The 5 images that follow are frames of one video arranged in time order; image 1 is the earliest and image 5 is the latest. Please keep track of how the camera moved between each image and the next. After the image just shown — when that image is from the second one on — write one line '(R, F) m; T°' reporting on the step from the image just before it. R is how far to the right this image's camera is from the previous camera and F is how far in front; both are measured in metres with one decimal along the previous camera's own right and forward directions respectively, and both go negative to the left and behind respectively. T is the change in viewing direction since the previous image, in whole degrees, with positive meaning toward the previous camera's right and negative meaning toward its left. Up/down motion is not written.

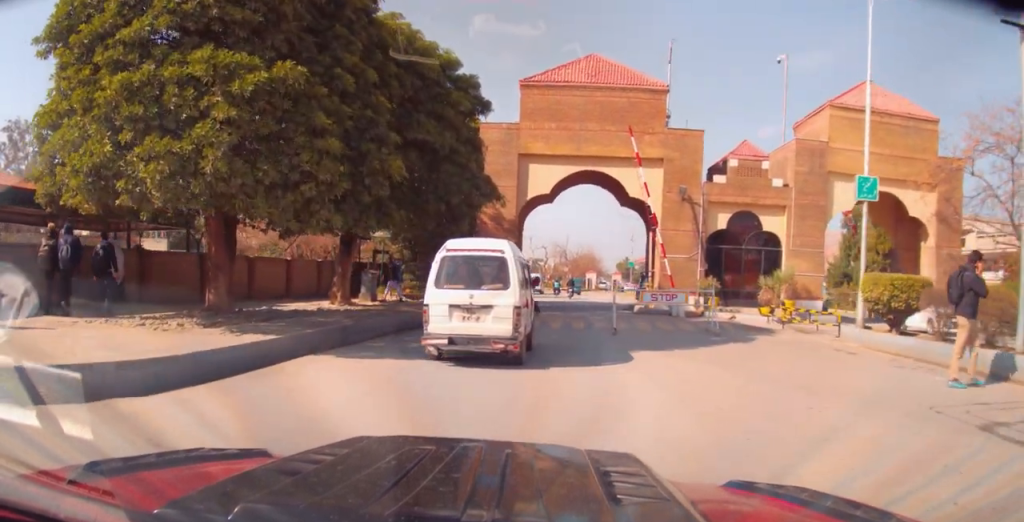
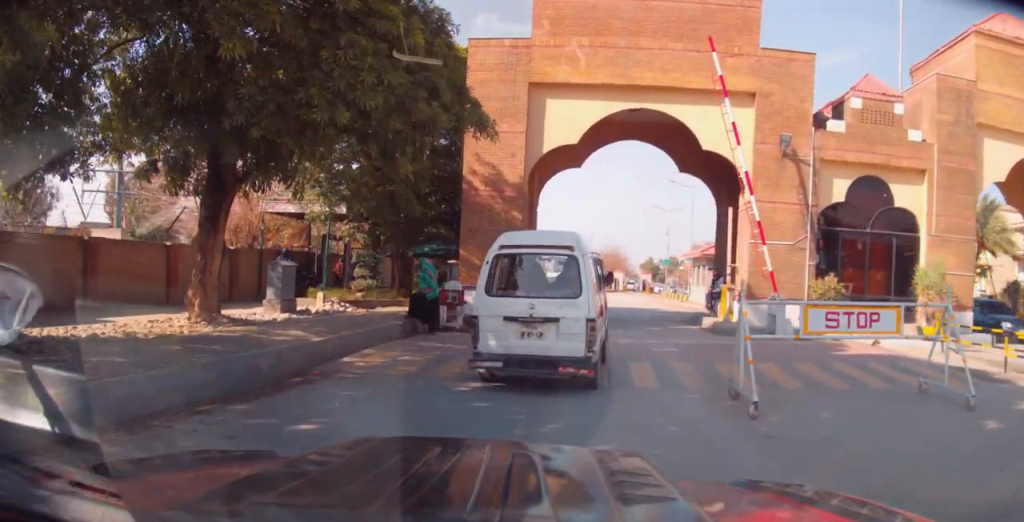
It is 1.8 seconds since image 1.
(0.0, +9.6) m; +5°
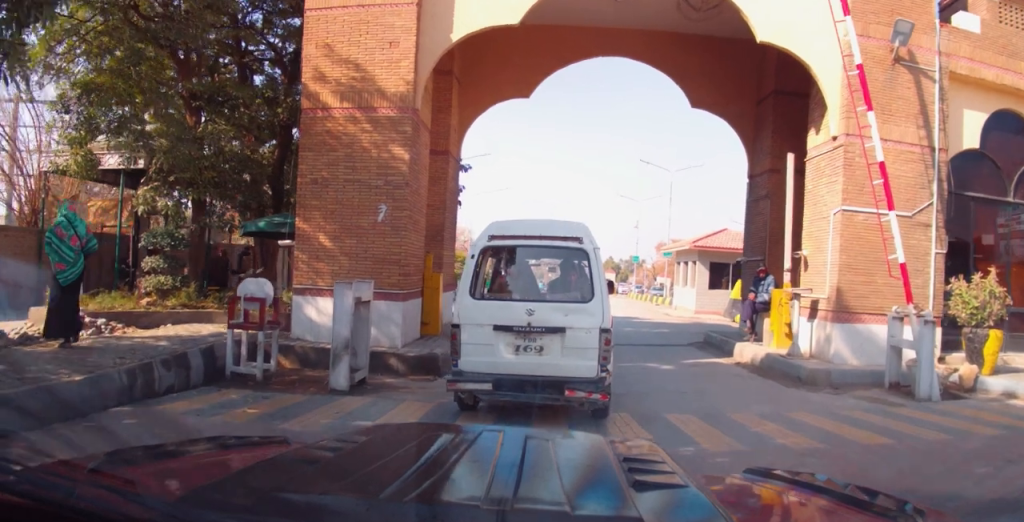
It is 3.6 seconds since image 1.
(+0.8, +8.2) m; +4°
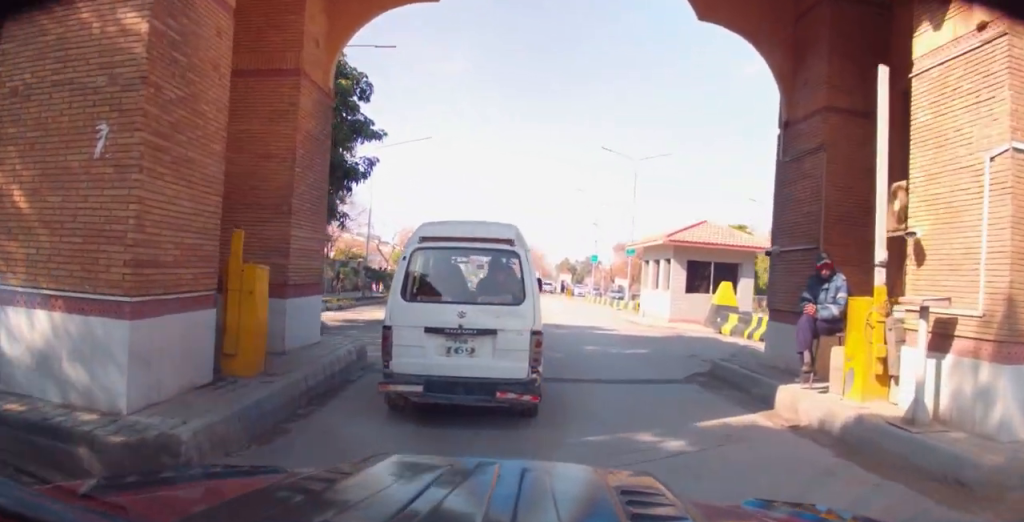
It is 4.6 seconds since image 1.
(-0.3, +4.5) m; -2°
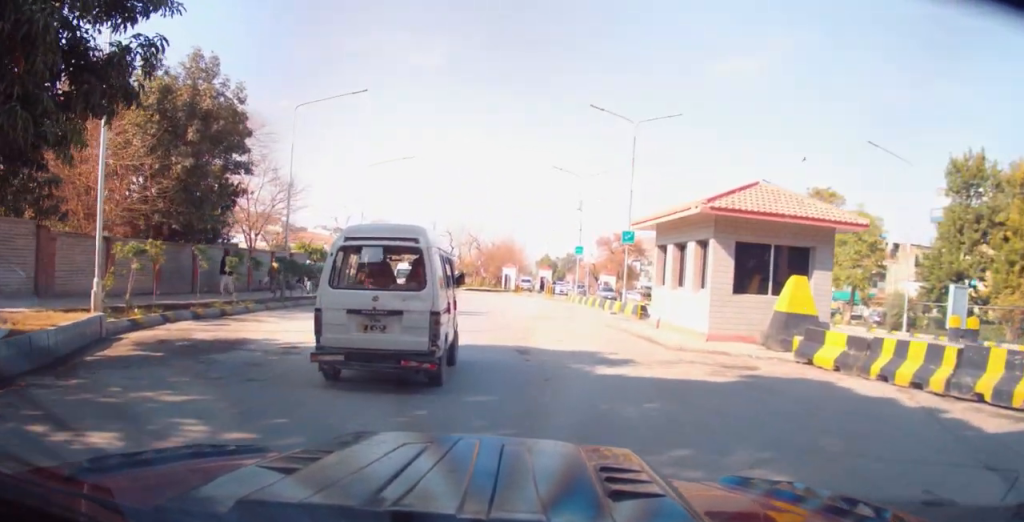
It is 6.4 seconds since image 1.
(+0.5, +7.8) m; +3°
